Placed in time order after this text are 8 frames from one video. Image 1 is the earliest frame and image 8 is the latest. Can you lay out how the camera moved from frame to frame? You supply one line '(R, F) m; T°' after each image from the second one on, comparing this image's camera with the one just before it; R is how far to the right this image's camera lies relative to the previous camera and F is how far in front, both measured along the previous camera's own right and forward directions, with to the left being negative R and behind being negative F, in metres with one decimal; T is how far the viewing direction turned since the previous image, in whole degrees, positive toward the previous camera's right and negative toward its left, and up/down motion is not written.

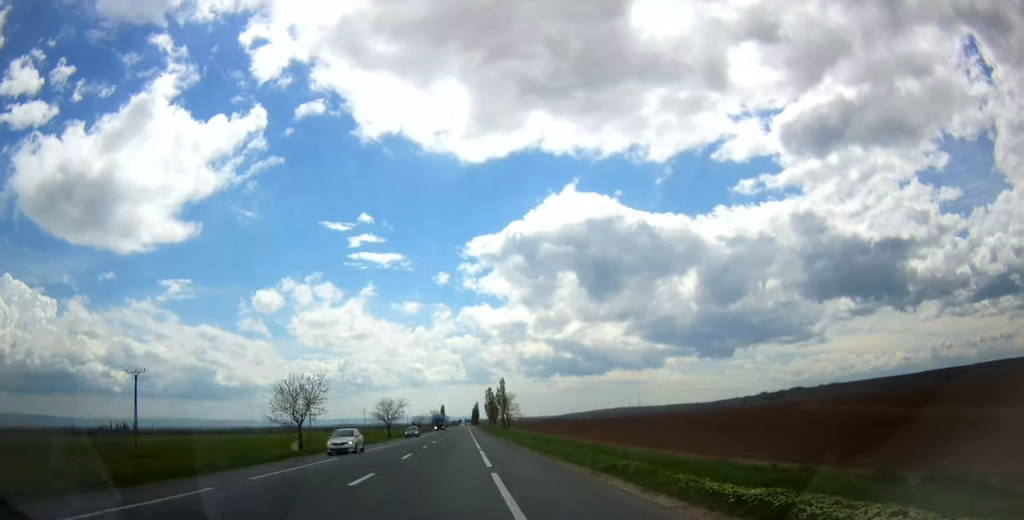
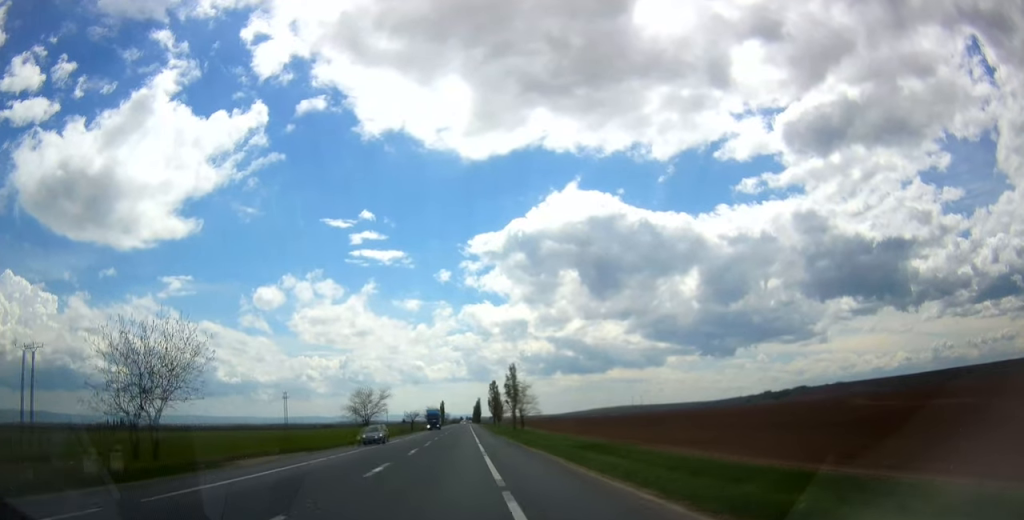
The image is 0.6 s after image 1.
(-0.1, +20.6) m; 0°
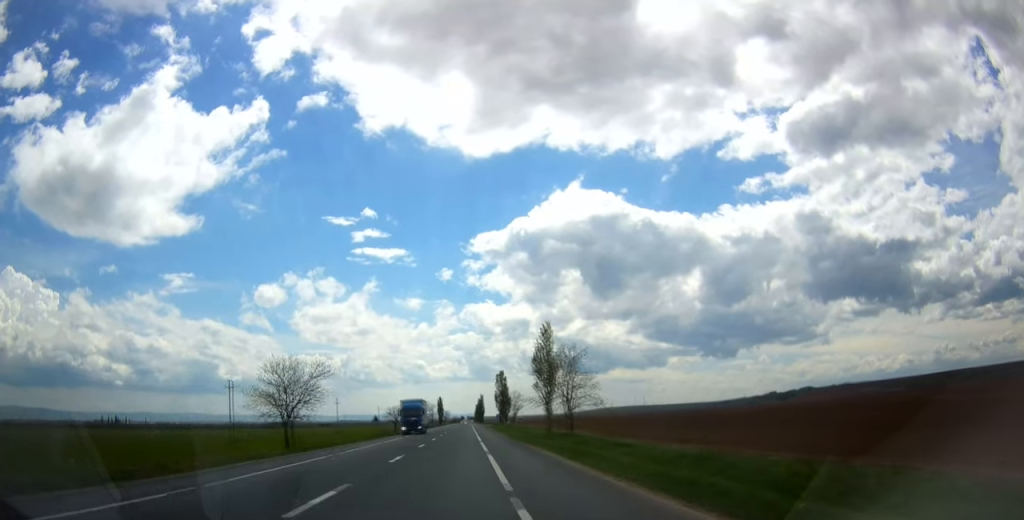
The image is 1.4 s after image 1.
(0.0, +31.0) m; 0°
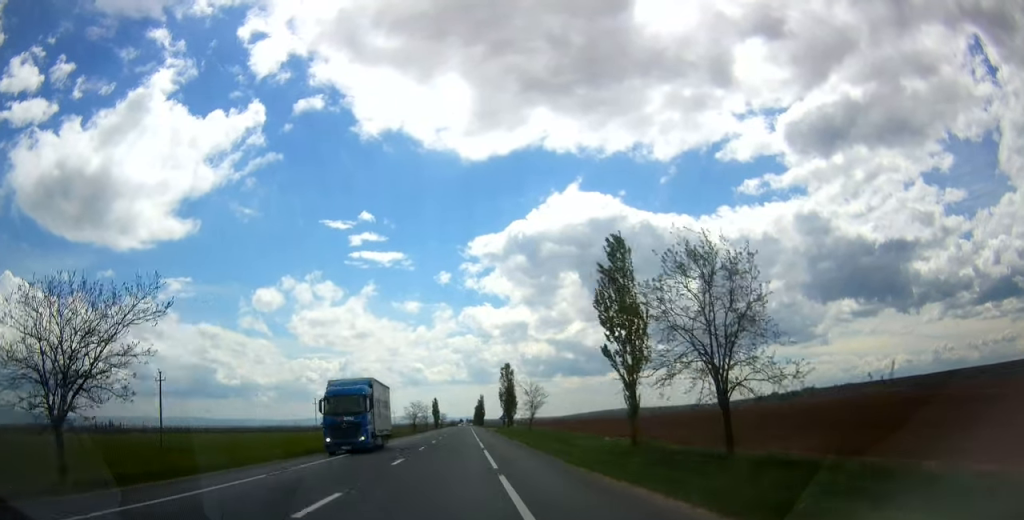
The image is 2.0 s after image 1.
(0.0, +23.6) m; 0°
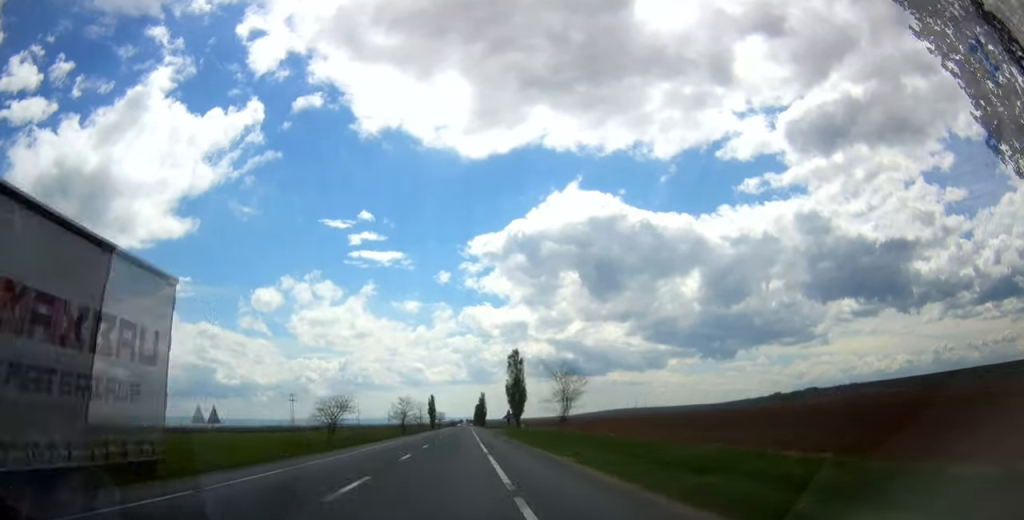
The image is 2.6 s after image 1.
(+0.1, +20.7) m; 0°
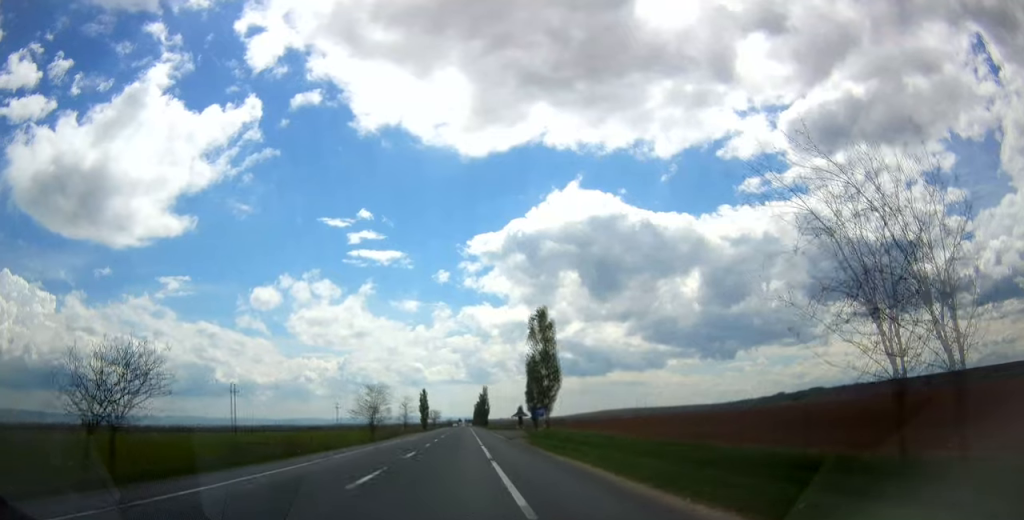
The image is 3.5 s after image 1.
(0.0, +33.9) m; 0°
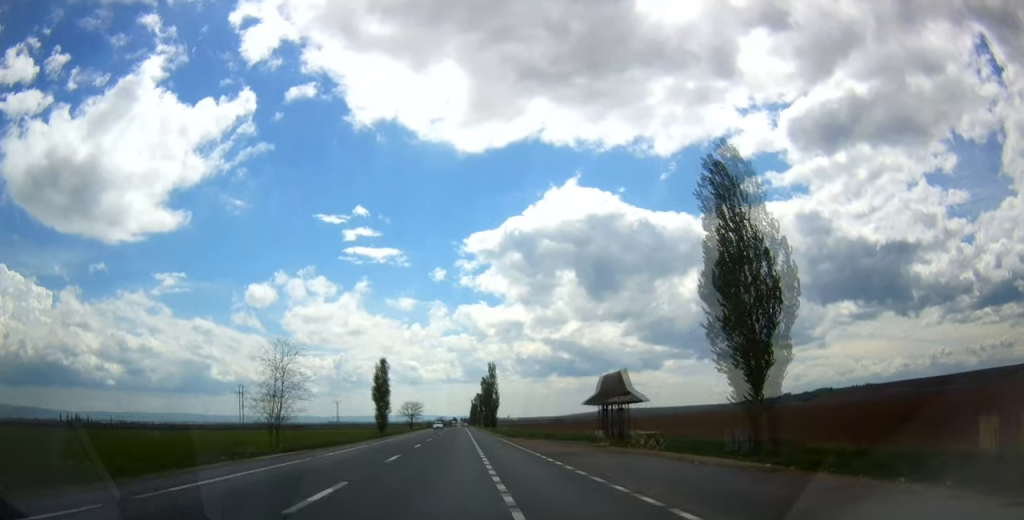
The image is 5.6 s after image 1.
(+0.3, +74.8) m; 0°
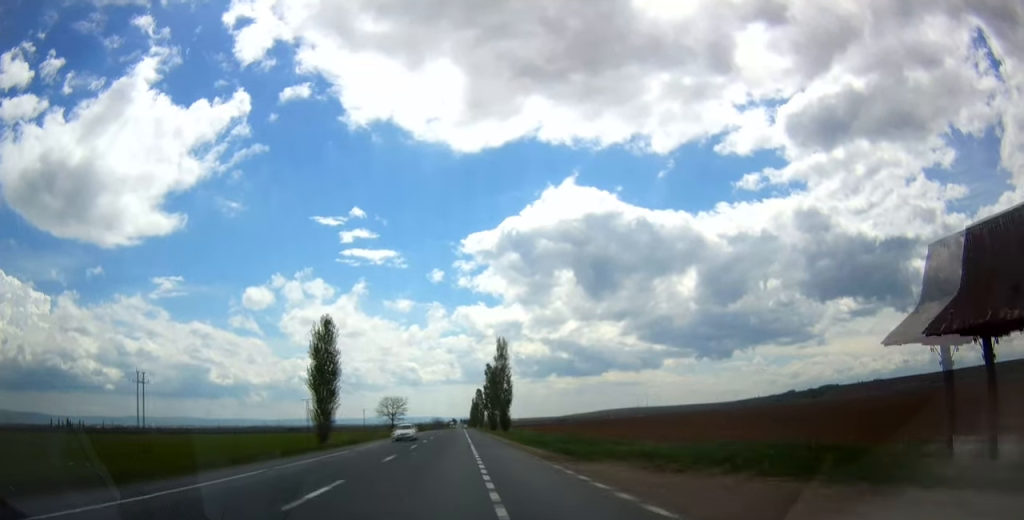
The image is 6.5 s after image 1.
(0.0, +35.0) m; 0°
